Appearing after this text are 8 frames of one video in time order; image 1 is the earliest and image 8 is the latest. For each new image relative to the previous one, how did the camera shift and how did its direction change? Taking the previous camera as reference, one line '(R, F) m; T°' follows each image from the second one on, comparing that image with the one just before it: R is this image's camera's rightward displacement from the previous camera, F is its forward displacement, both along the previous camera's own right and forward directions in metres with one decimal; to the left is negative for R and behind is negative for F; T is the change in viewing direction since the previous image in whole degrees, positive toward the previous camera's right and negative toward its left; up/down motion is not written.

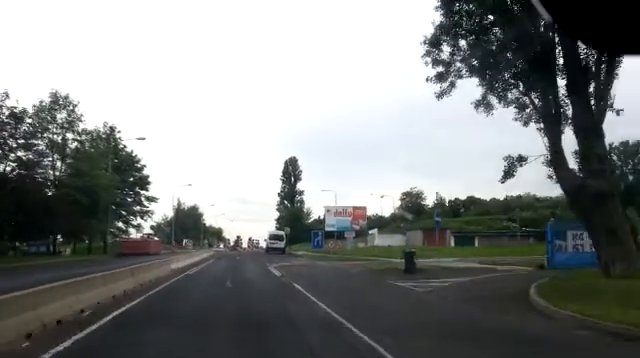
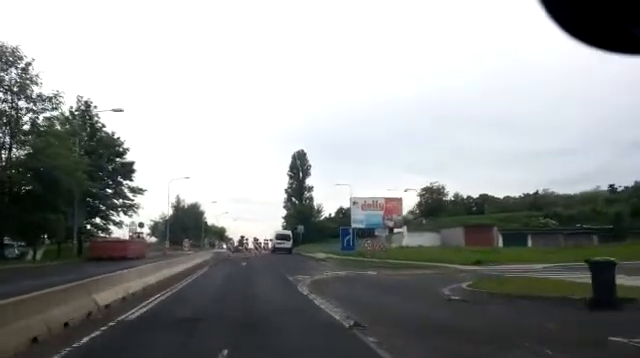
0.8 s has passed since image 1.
(+0.1, +10.5) m; +1°
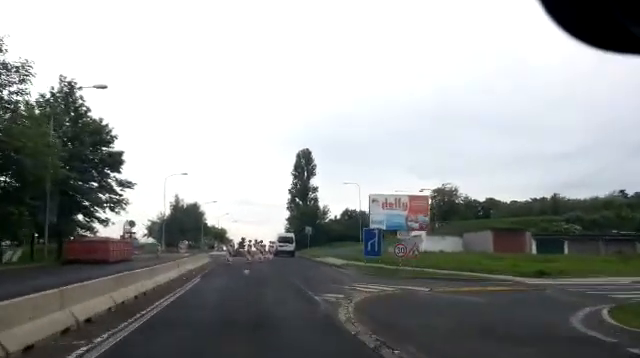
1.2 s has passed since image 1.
(+0.1, +5.7) m; 0°
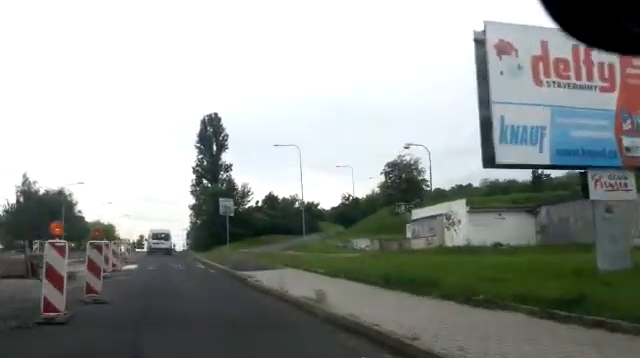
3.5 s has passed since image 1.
(+1.1, +29.2) m; +5°
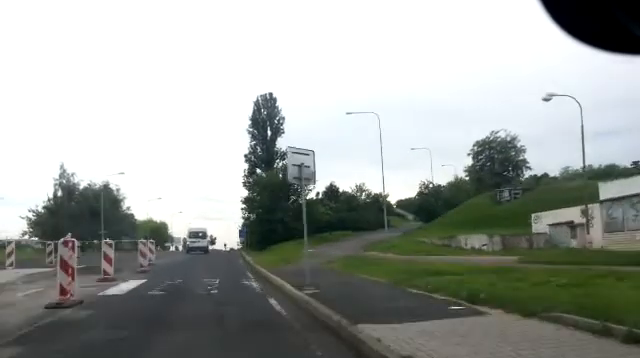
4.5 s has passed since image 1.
(+0.1, +12.4) m; -1°
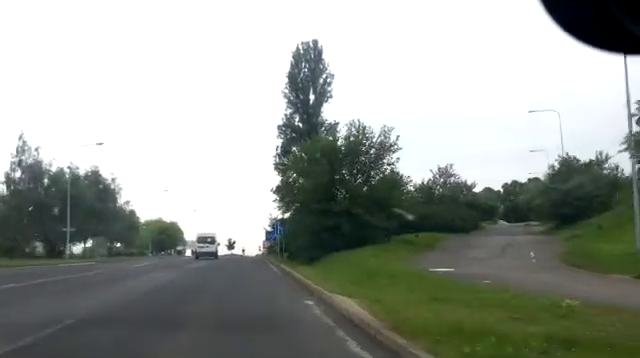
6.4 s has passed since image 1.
(-0.4, +23.2) m; -1°
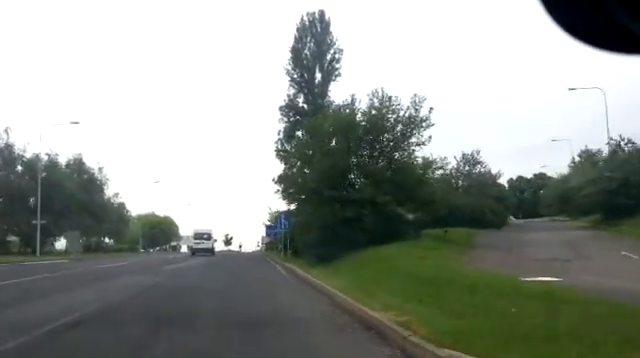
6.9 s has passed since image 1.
(0.0, +6.2) m; 0°
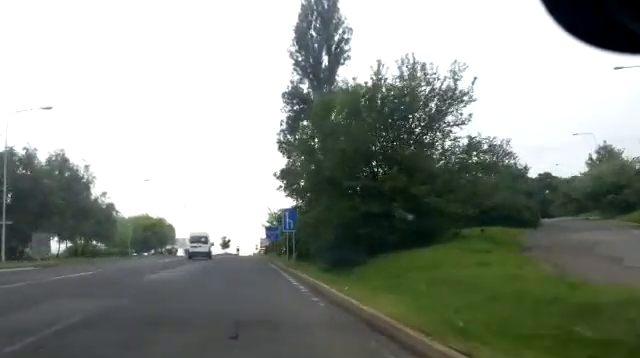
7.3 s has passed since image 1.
(0.0, +5.4) m; 0°
